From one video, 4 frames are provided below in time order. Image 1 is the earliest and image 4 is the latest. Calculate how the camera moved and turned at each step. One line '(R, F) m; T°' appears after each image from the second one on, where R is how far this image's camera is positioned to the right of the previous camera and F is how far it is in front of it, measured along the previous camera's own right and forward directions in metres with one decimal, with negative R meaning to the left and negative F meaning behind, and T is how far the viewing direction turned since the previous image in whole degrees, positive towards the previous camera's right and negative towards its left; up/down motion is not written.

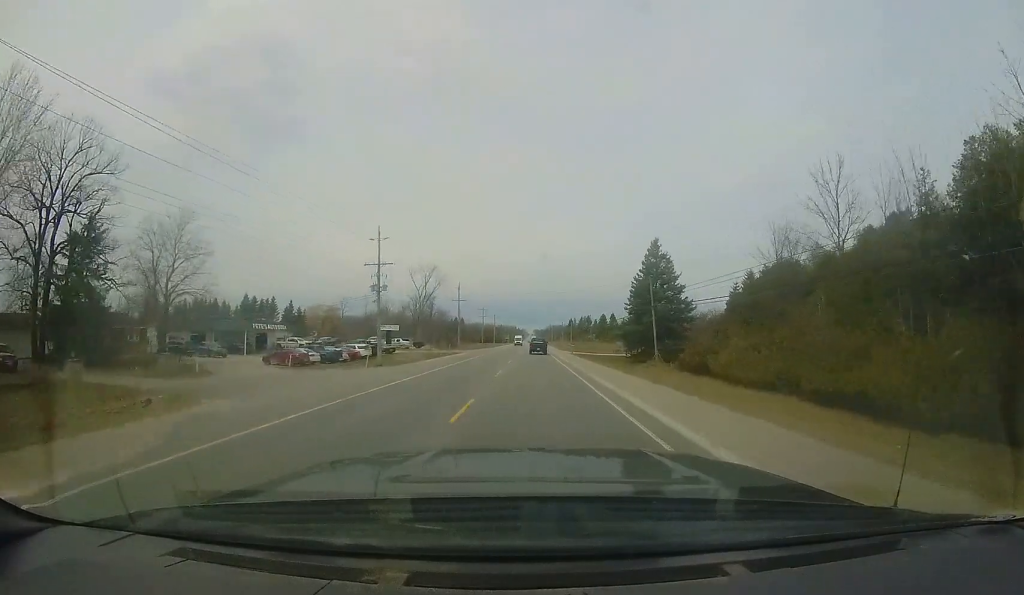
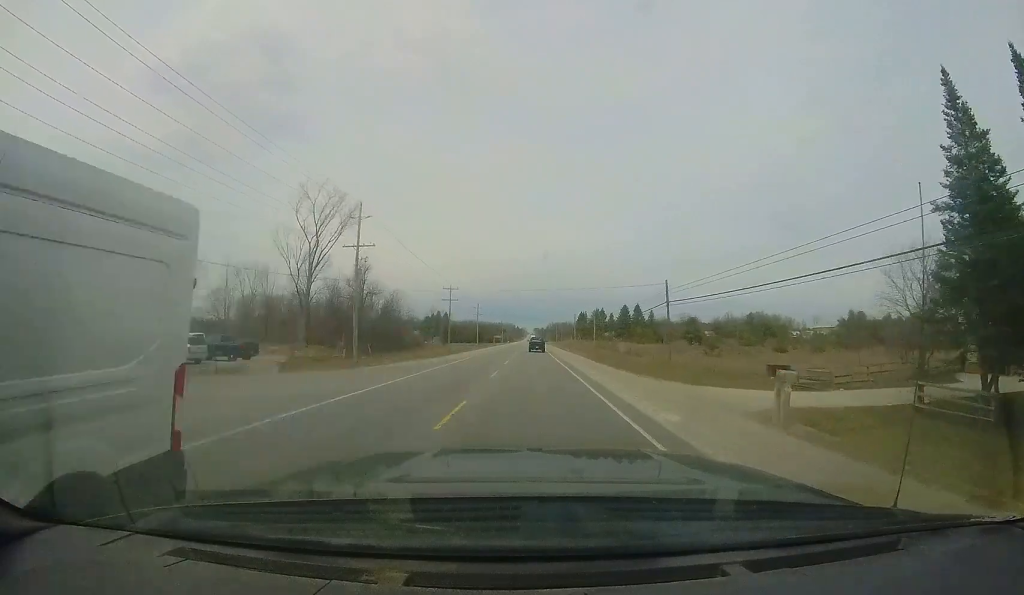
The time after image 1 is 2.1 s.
(+0.3, +45.7) m; +1°
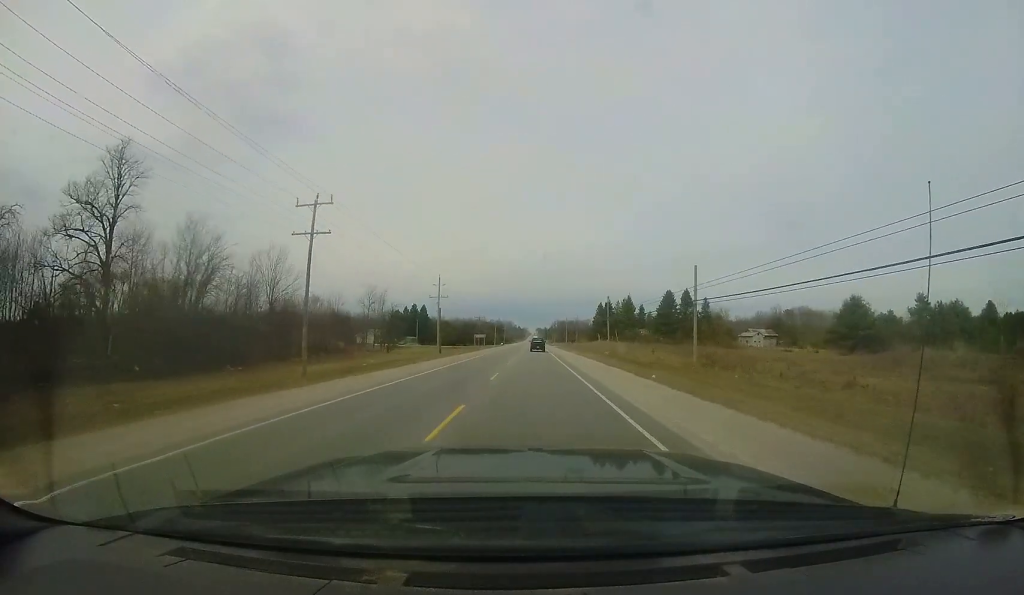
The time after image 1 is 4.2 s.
(-0.3, +46.1) m; -1°
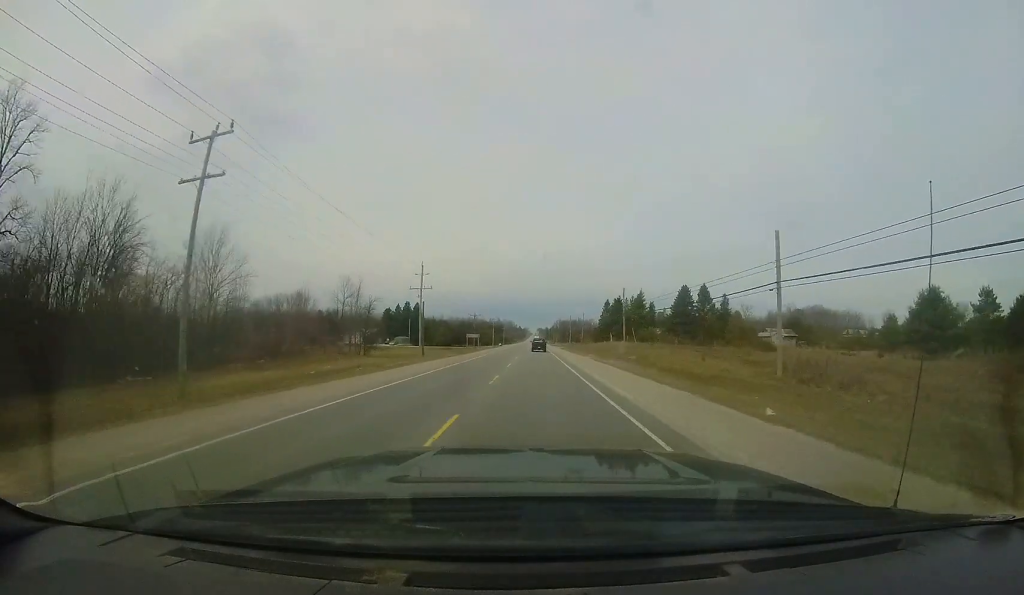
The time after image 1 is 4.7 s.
(-0.1, +10.3) m; 0°
